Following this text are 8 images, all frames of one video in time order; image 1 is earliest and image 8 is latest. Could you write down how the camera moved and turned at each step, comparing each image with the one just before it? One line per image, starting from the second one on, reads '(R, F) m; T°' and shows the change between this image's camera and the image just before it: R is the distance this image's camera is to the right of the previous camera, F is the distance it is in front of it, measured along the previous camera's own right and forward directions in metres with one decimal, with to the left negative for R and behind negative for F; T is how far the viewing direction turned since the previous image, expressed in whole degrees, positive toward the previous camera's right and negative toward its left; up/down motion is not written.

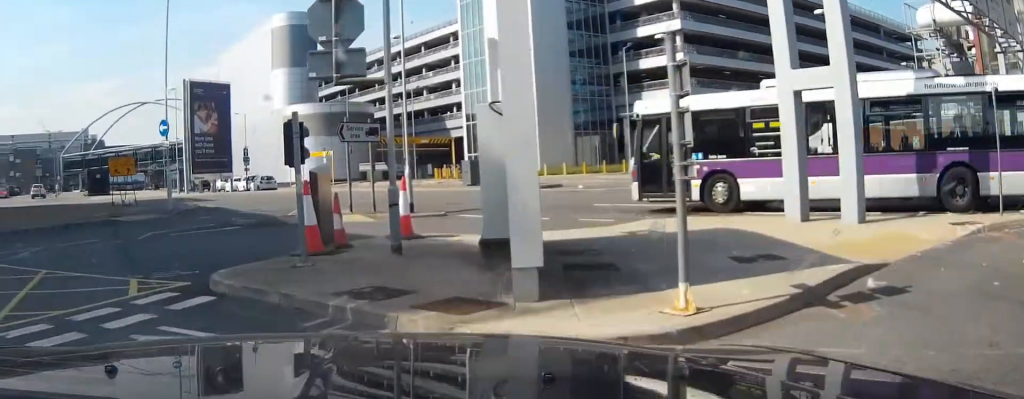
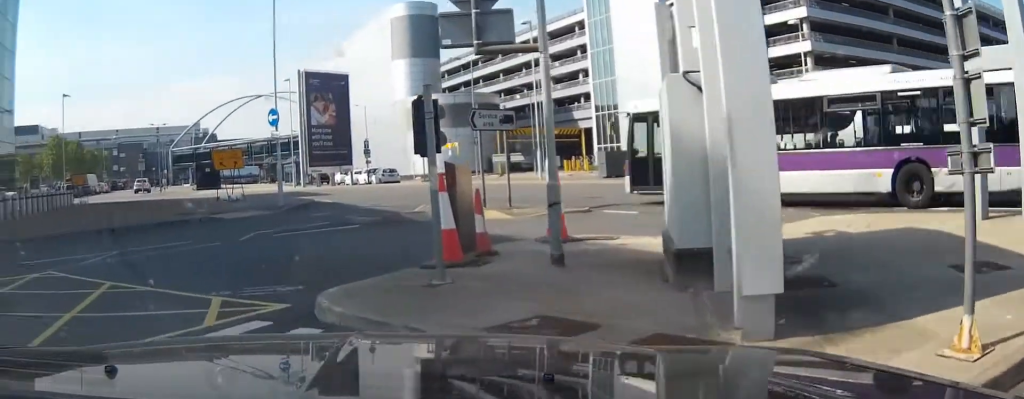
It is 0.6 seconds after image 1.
(-0.1, +2.4) m; -4°
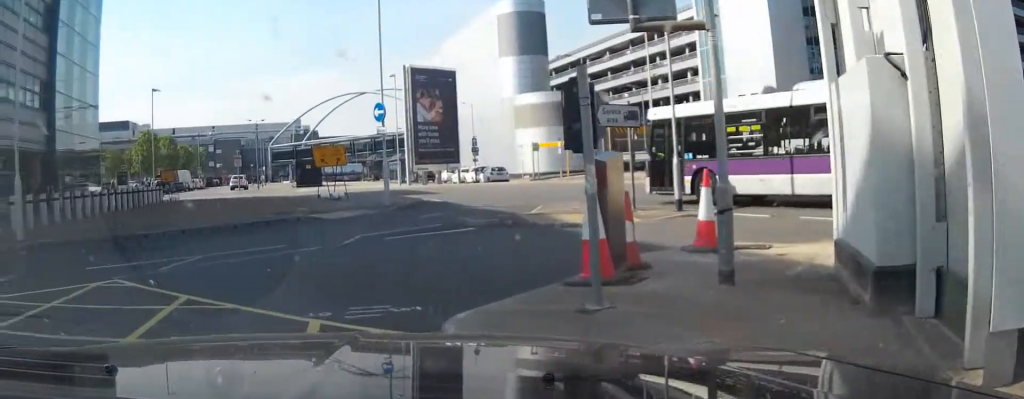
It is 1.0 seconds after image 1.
(-0.1, +2.0) m; -5°
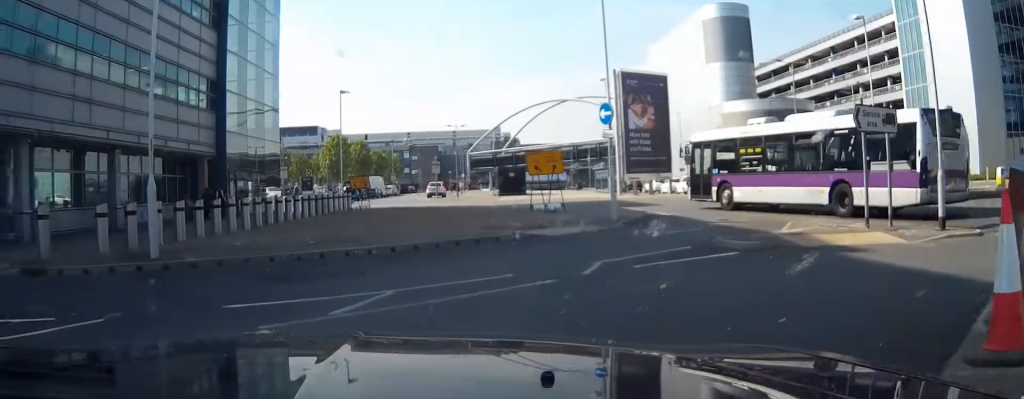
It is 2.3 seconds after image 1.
(-0.6, +4.6) m; -13°
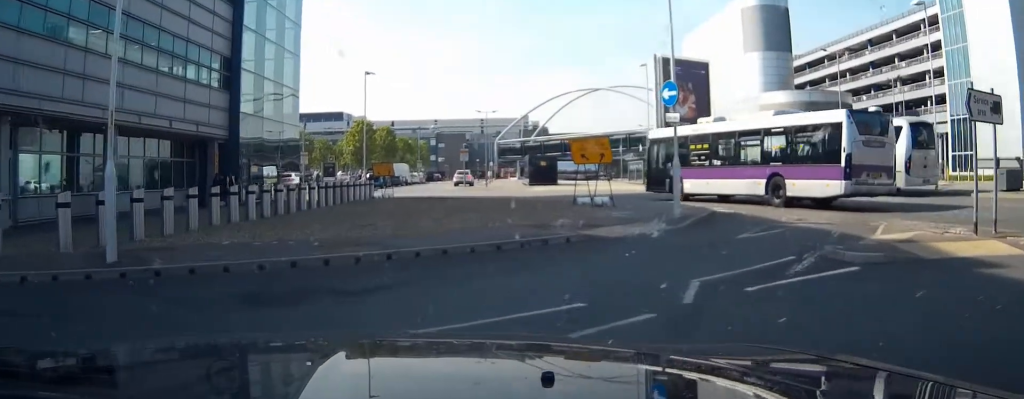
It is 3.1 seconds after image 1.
(-0.2, +2.7) m; -3°
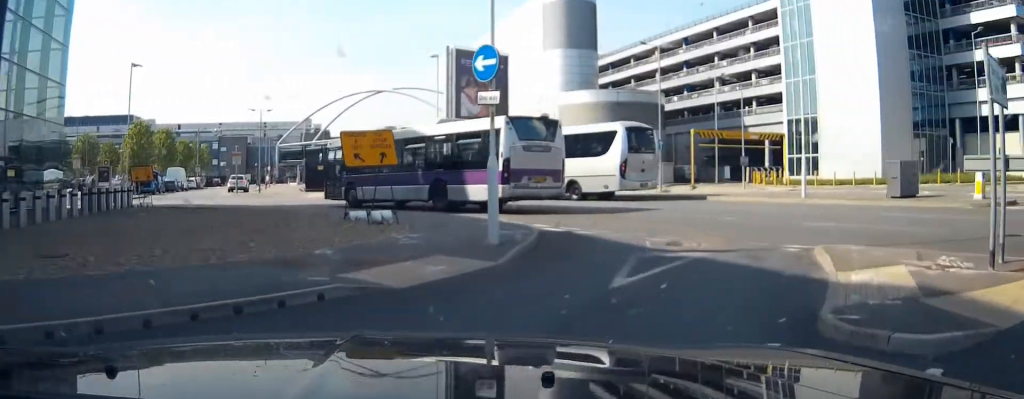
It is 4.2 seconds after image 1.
(0.0, +4.3) m; +9°
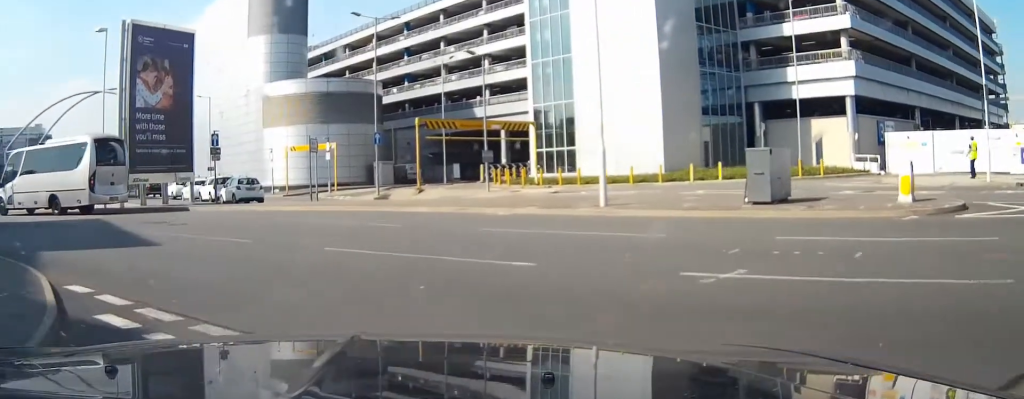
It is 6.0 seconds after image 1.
(+1.4, +9.9) m; +12°
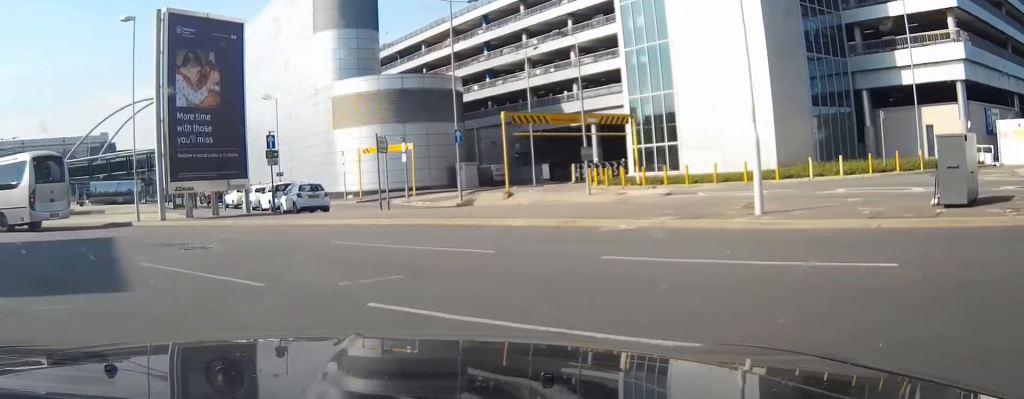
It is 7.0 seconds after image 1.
(+0.3, +5.4) m; +1°
